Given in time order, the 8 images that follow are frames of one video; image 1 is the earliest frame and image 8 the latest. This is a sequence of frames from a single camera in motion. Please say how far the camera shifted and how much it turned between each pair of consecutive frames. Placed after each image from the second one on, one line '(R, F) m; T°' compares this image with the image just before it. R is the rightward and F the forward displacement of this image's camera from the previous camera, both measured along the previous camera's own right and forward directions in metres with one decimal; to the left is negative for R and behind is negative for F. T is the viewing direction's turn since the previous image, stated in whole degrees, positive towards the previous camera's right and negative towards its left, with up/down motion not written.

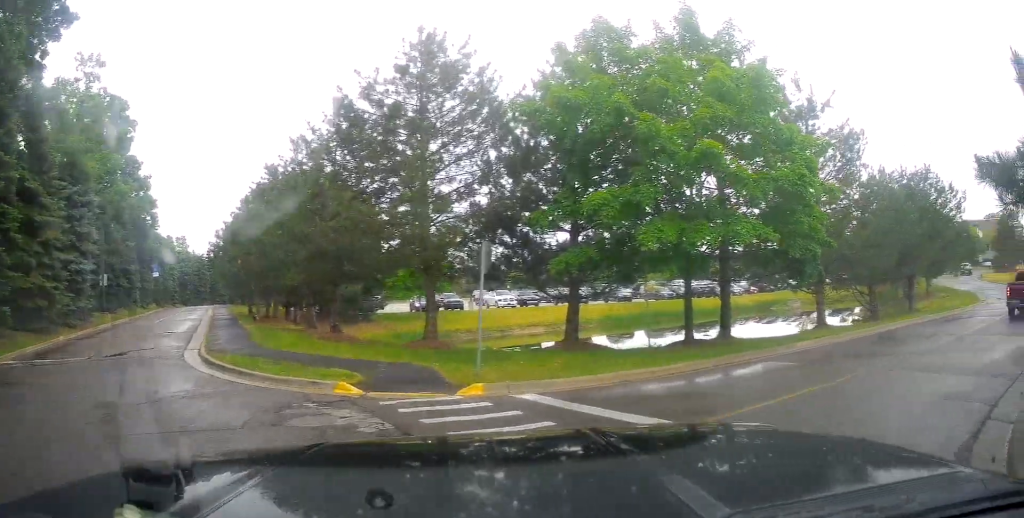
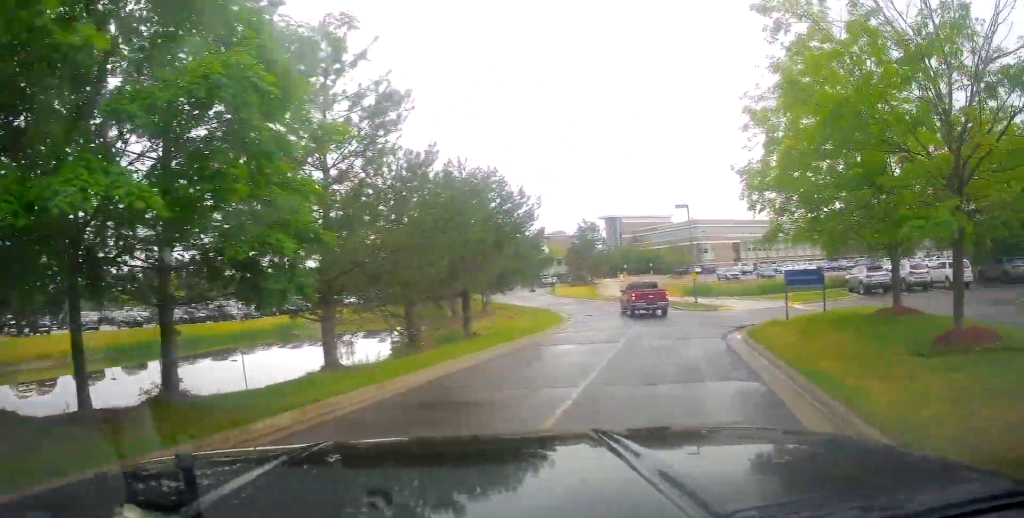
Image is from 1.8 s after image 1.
(+2.6, +5.5) m; +31°
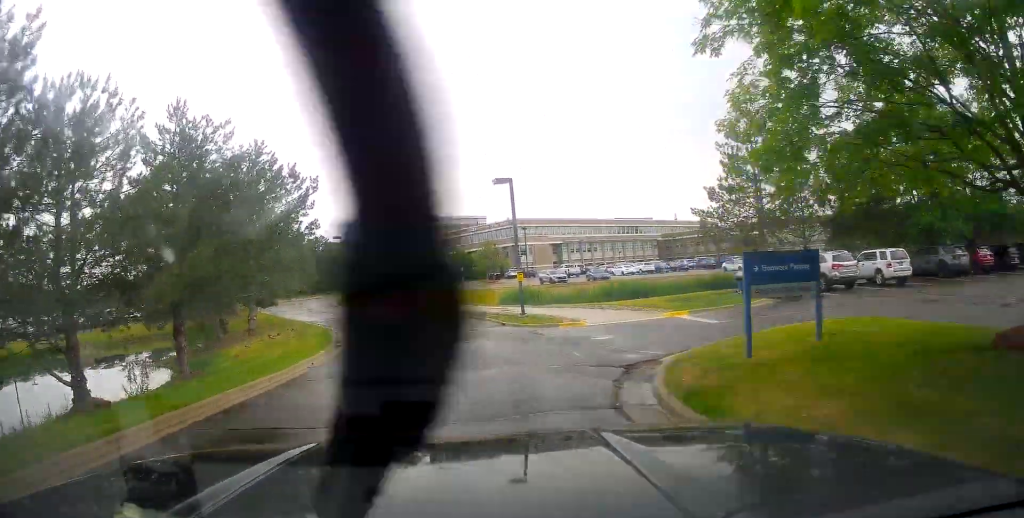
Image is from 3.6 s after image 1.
(+1.4, +9.6) m; +18°
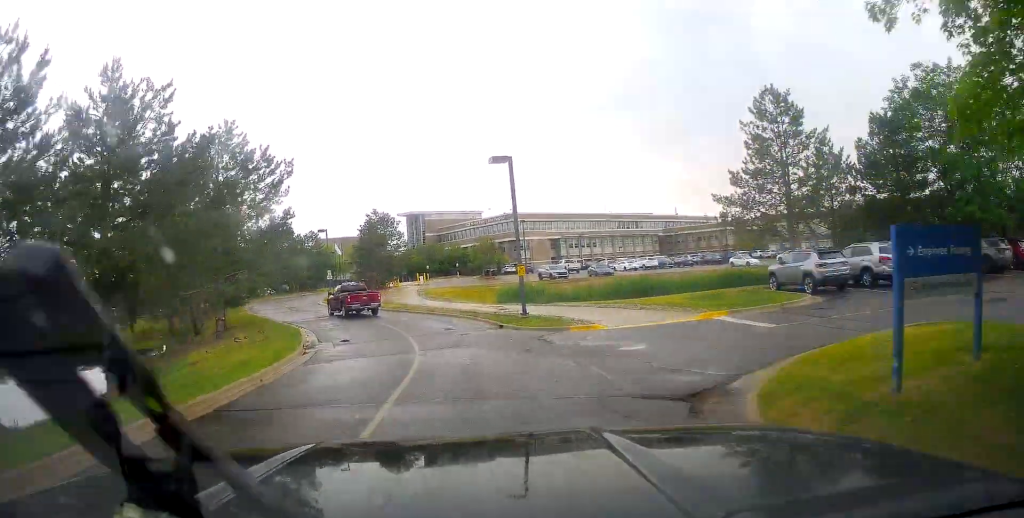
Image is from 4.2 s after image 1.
(+0.1, +3.7) m; +1°
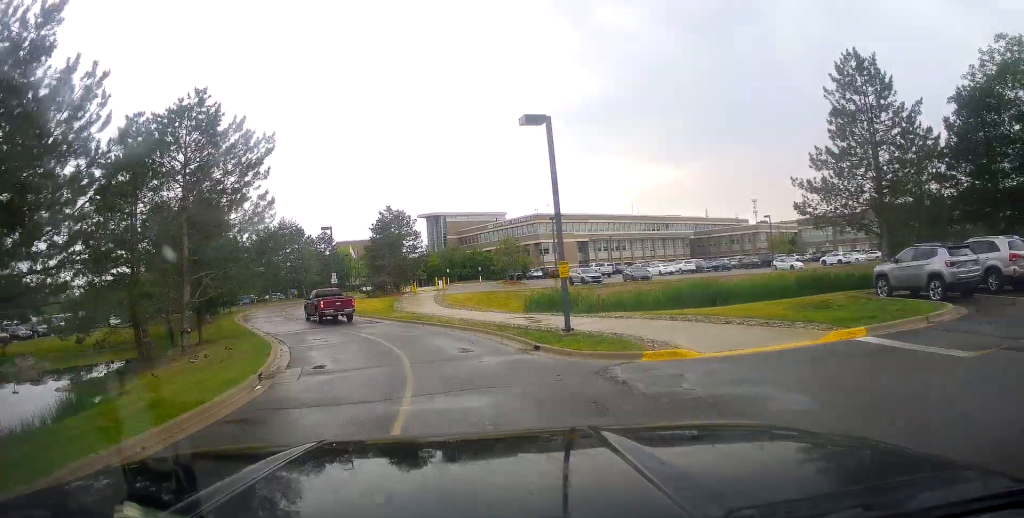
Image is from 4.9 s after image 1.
(0.0, +5.8) m; -3°
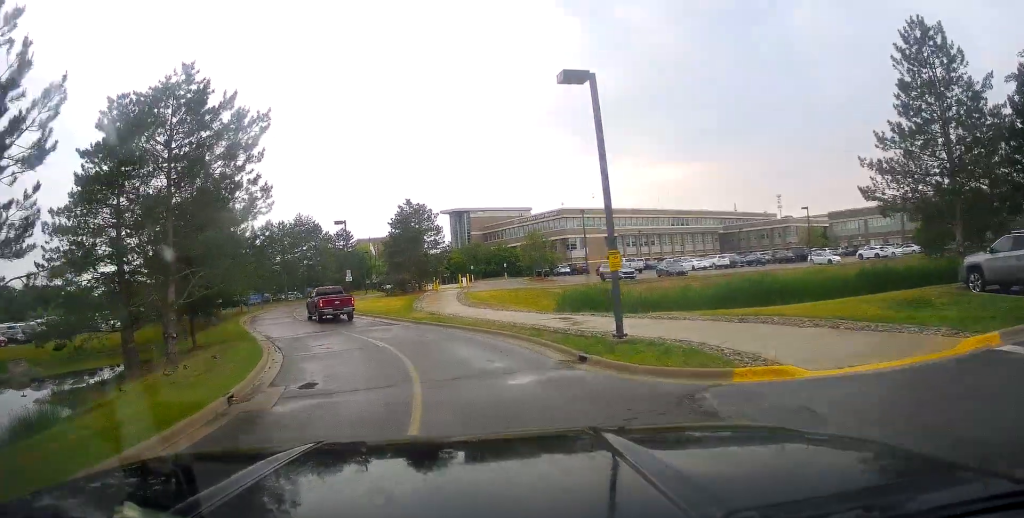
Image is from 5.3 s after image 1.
(-0.1, +3.5) m; -3°
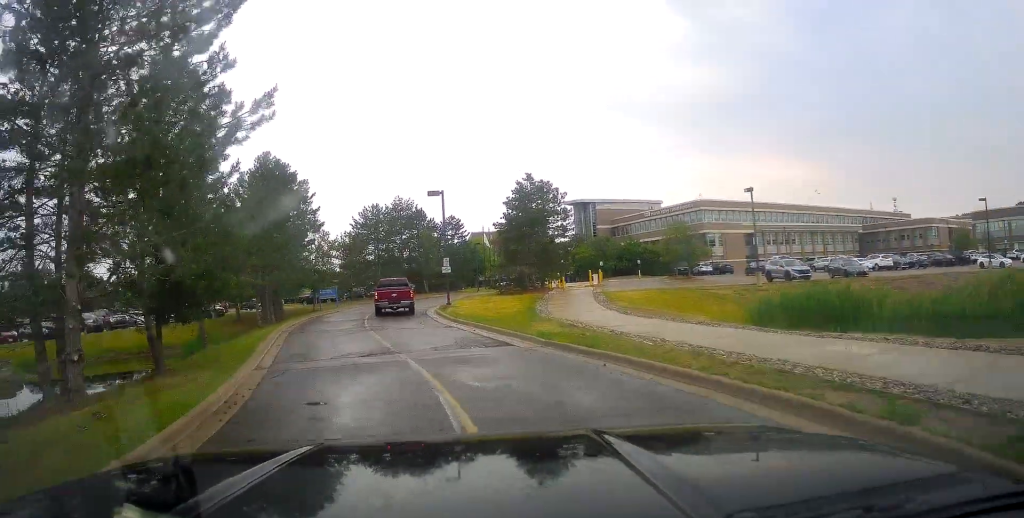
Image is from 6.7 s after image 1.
(-0.9, +11.8) m; -8°
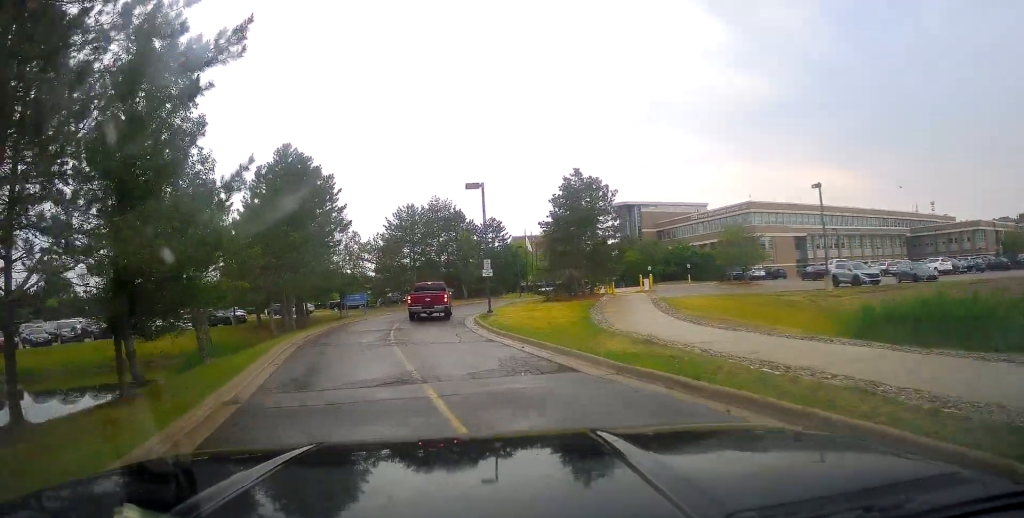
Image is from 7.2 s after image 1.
(-0.1, +3.9) m; -2°
